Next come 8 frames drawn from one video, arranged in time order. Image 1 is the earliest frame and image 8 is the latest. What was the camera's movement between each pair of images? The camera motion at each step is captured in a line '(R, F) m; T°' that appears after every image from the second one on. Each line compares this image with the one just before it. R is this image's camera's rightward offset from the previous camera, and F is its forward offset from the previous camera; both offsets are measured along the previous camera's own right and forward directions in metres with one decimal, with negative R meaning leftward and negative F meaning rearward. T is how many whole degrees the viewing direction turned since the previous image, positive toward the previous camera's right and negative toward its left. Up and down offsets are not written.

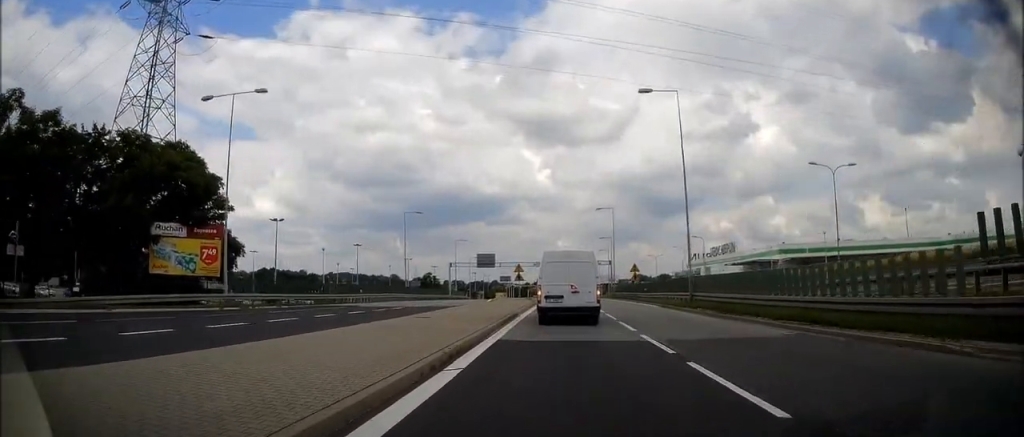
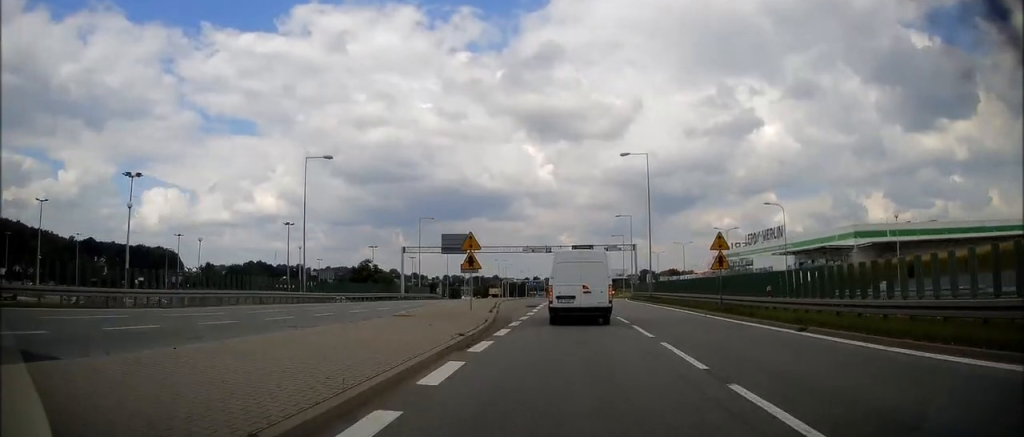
(+0.2, +33.4) m; 0°
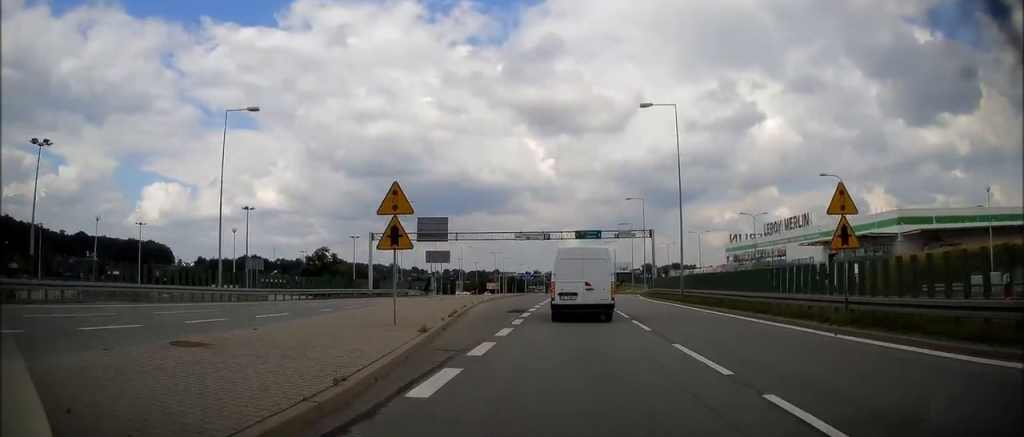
(-0.1, +13.0) m; 0°
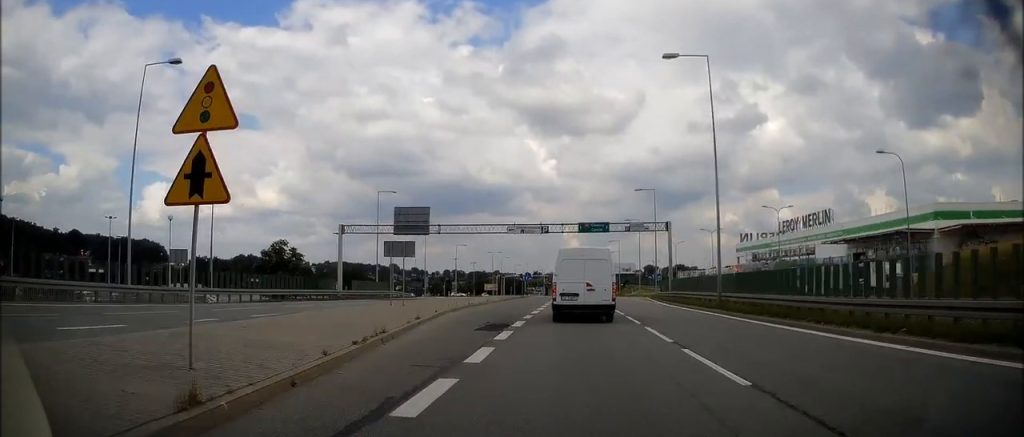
(0.0, +8.9) m; 0°
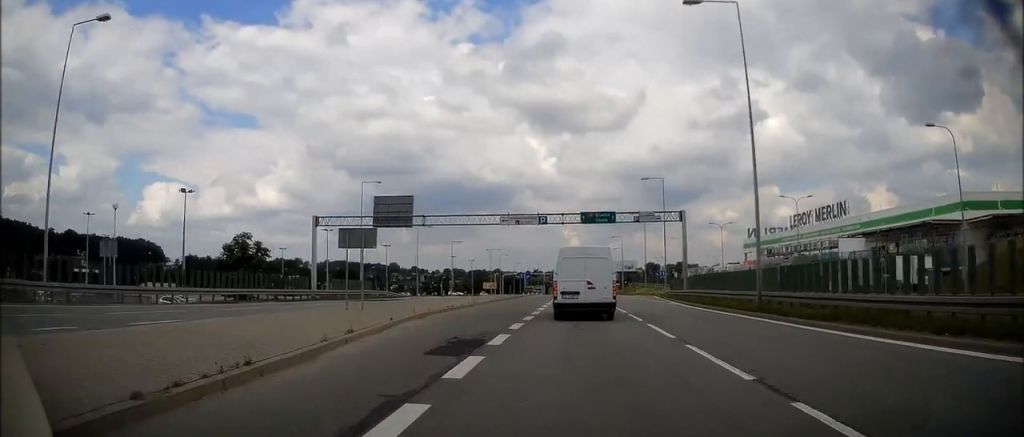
(0.0, +5.9) m; 0°
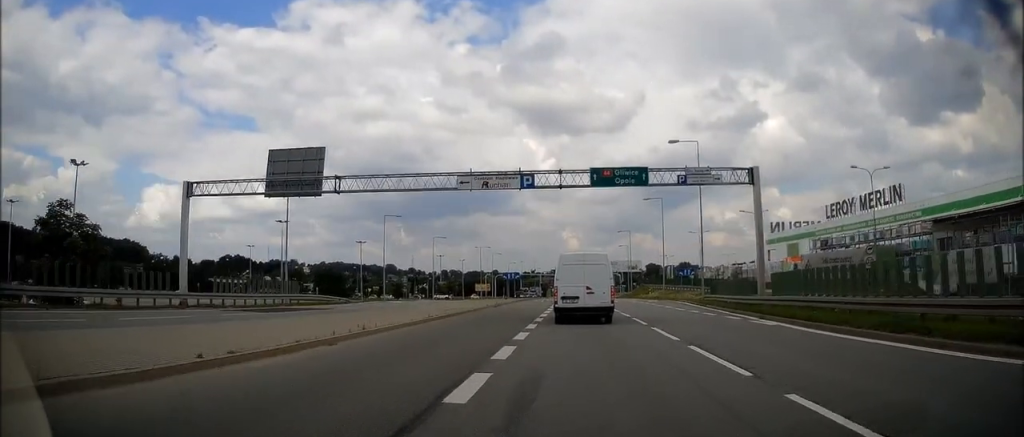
(+0.1, +17.6) m; 0°
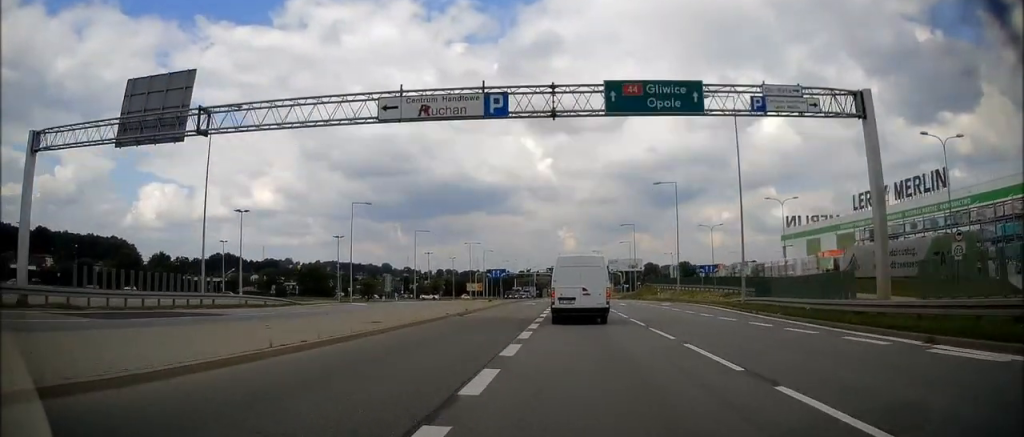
(0.0, +11.4) m; 0°
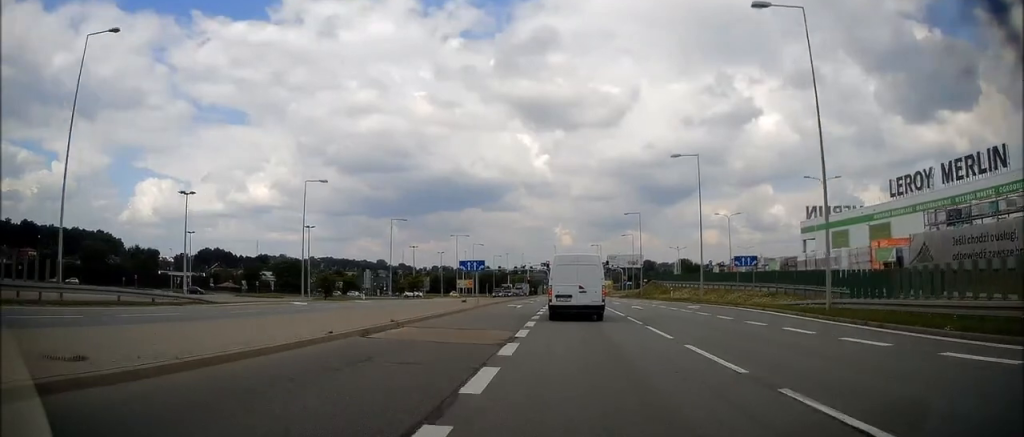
(0.0, +12.1) m; 0°
